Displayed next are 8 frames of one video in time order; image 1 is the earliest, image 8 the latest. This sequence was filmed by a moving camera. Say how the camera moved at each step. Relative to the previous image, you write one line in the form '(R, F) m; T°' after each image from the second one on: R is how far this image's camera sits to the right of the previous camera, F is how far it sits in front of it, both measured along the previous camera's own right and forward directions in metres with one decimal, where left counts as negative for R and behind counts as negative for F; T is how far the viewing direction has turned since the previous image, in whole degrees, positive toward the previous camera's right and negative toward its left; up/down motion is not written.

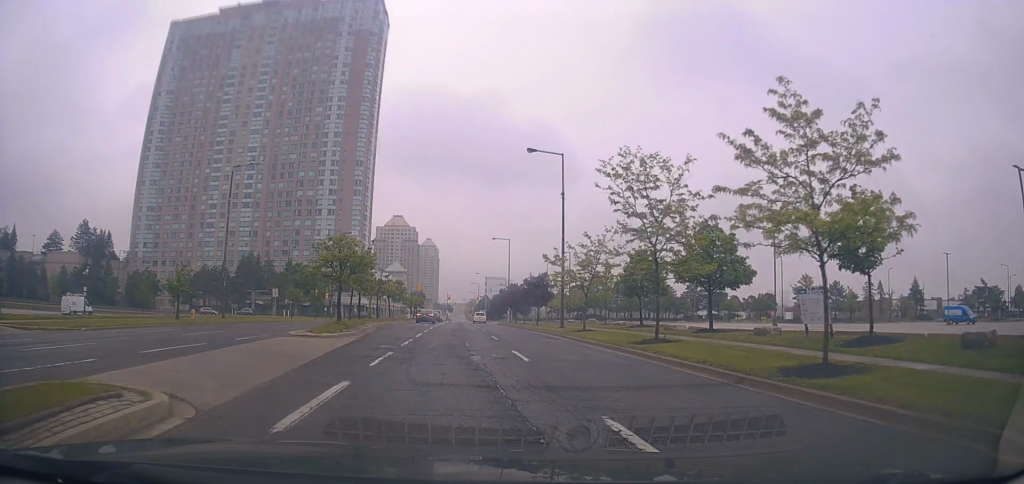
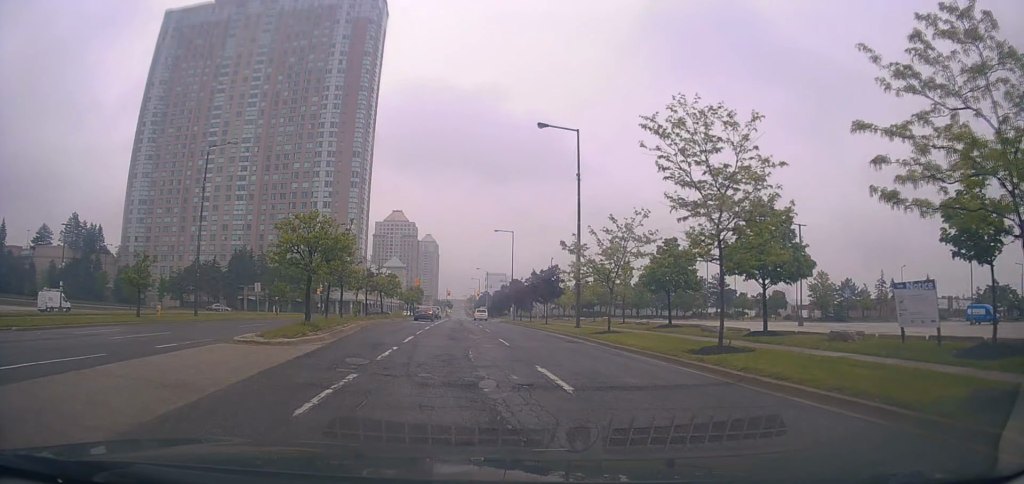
(+0.1, +5.1) m; -1°
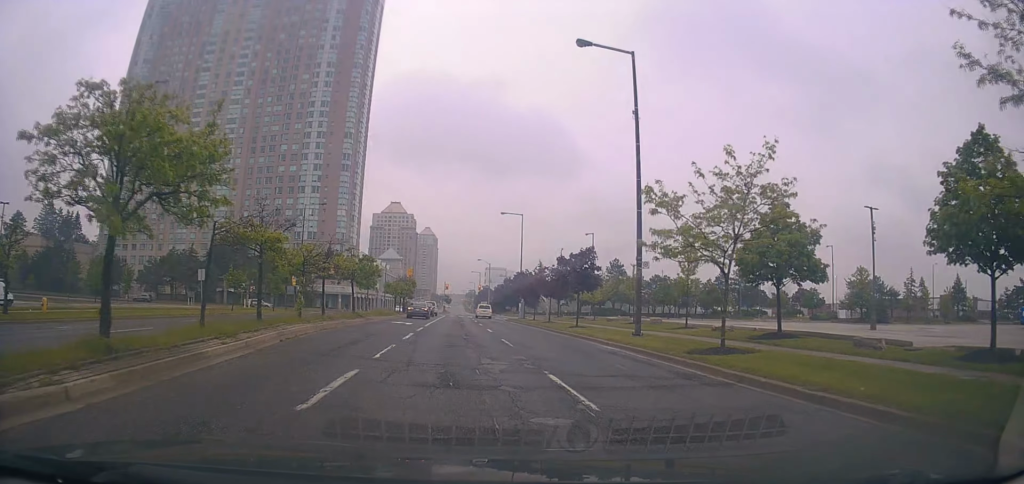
(-0.6, +12.2) m; -1°
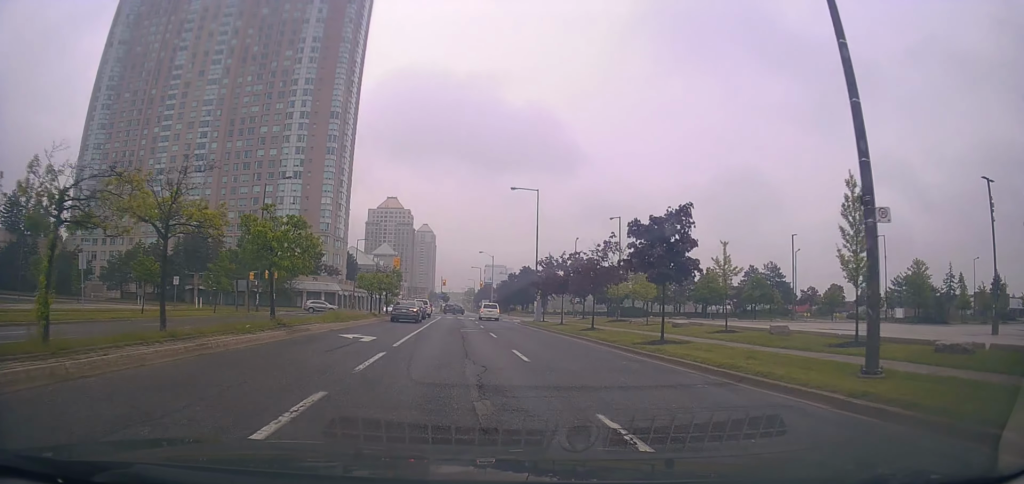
(+0.8, +14.3) m; +4°
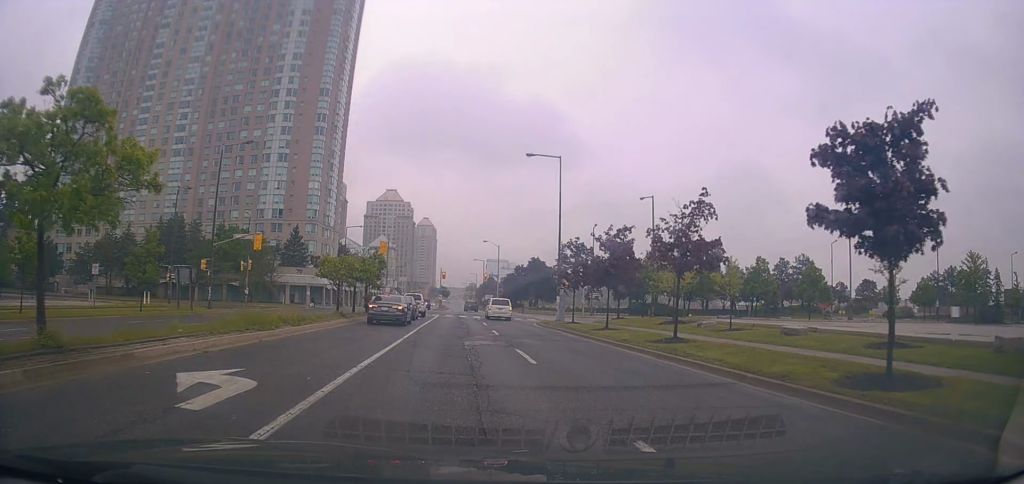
(0.0, +11.2) m; 0°
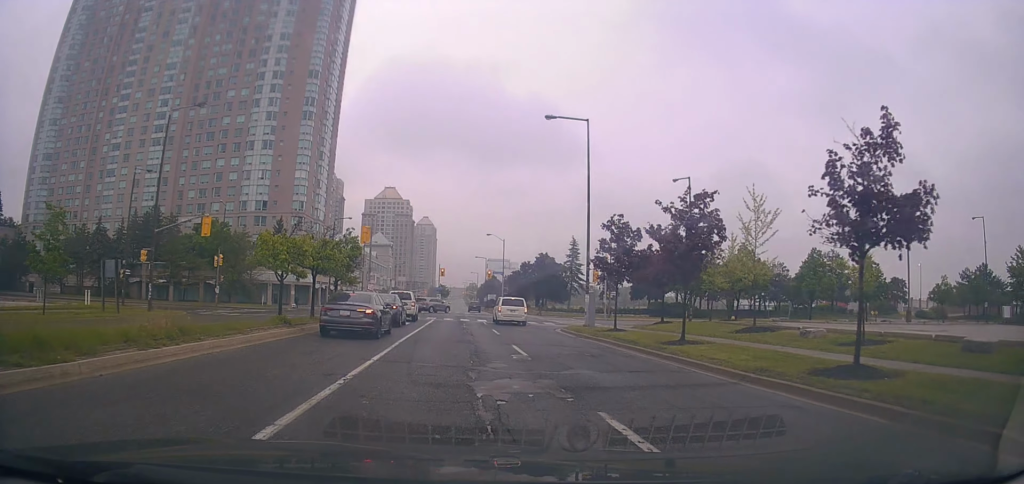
(0.0, +9.3) m; -1°
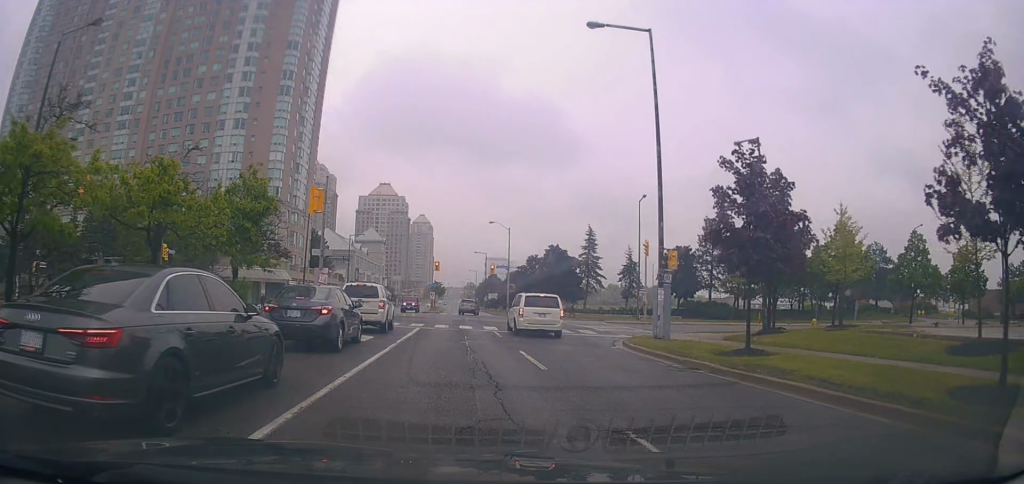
(-0.1, +12.7) m; +3°
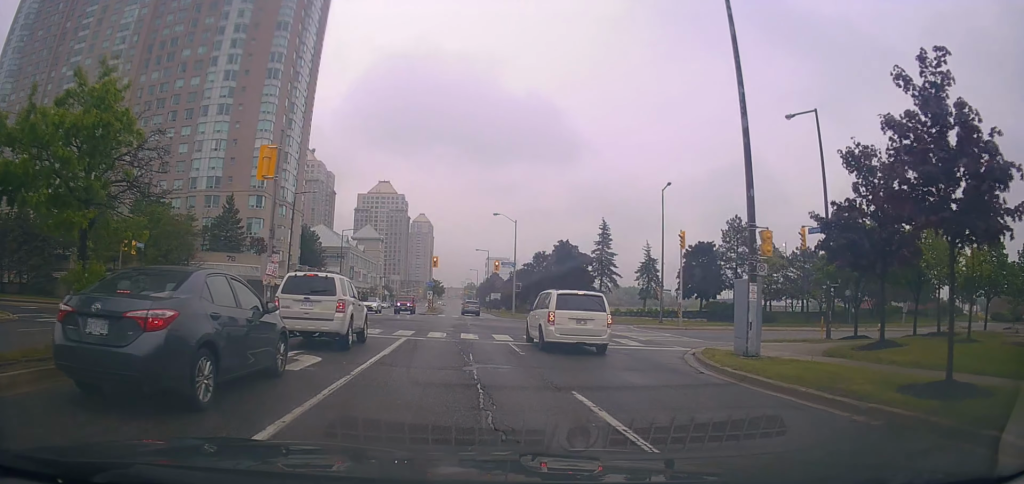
(+0.7, +6.9) m; +1°
